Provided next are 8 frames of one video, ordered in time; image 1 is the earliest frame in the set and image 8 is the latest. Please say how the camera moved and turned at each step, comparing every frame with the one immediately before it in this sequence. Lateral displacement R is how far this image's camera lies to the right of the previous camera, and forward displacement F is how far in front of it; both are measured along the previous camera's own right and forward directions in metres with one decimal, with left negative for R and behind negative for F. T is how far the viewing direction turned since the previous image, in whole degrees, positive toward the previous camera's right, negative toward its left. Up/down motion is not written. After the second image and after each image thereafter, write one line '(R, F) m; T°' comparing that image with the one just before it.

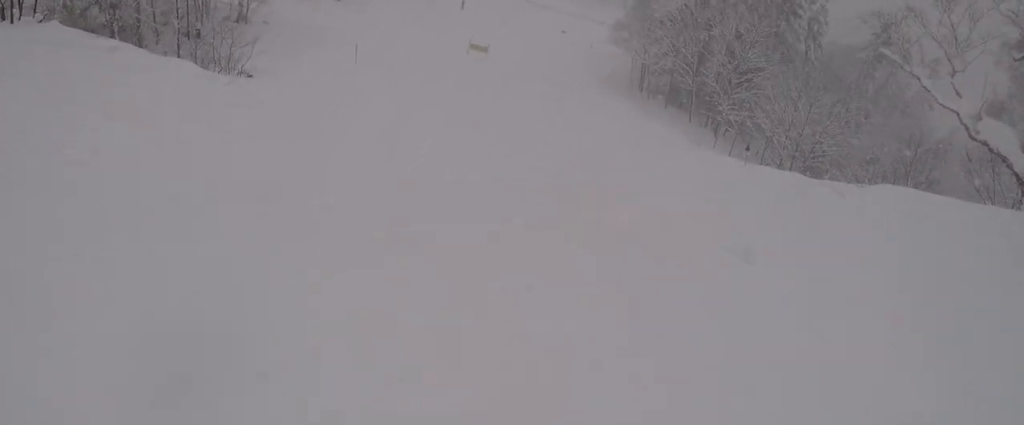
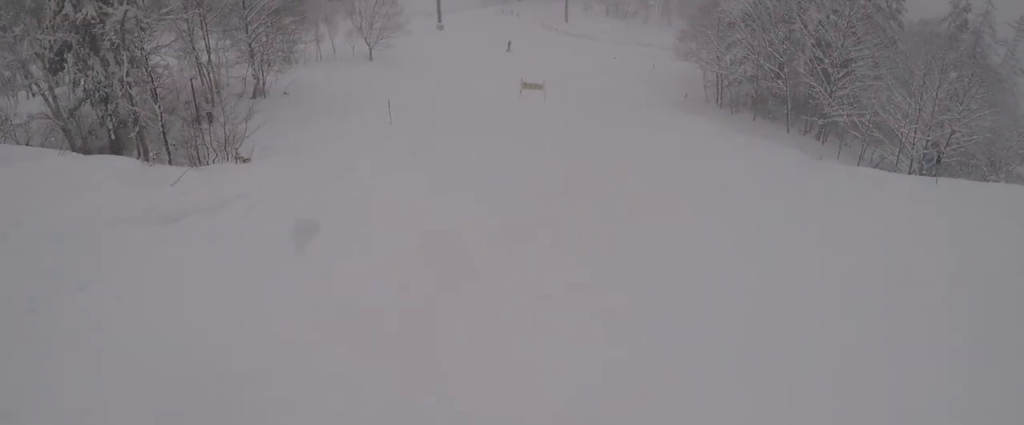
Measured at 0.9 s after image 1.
(-1.2, +7.4) m; -12°
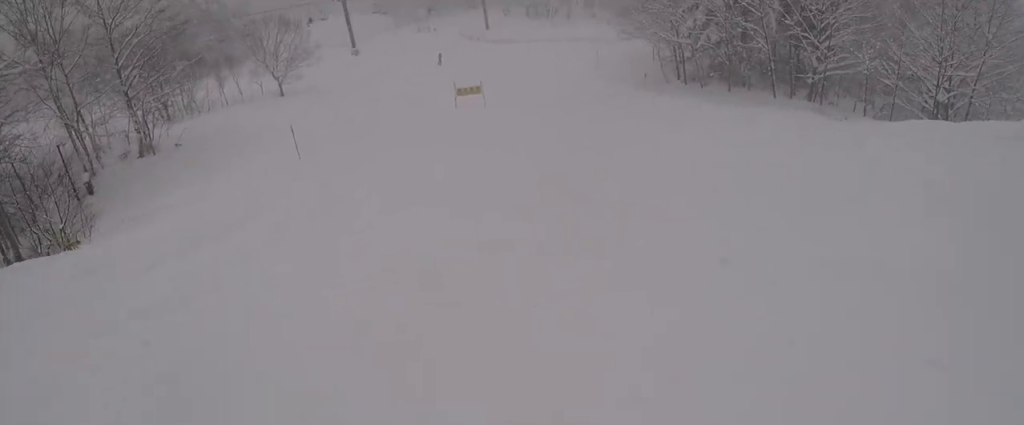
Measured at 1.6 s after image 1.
(-0.4, +6.9) m; +2°
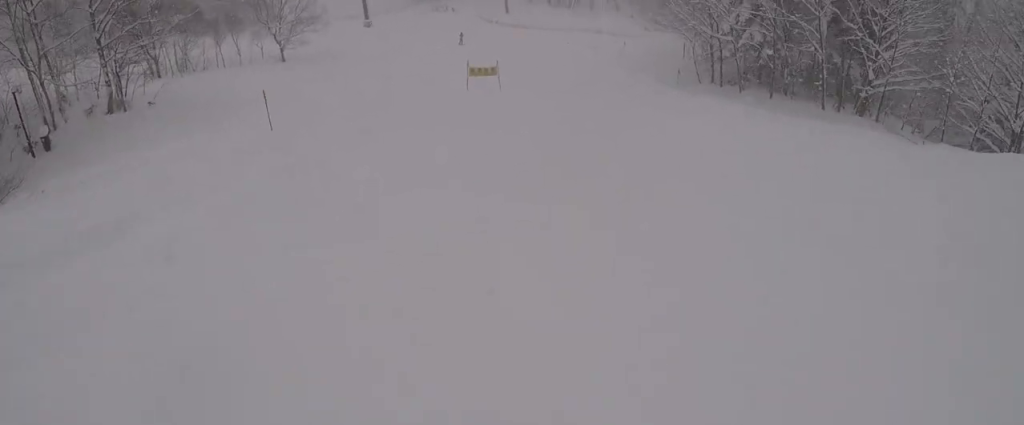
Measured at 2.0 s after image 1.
(+0.1, +4.0) m; -1°
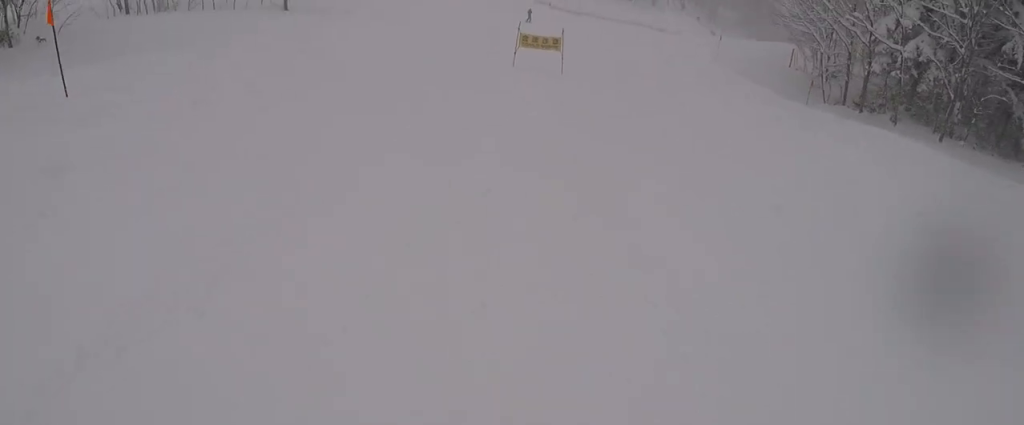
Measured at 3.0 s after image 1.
(+0.3, +10.3) m; -5°
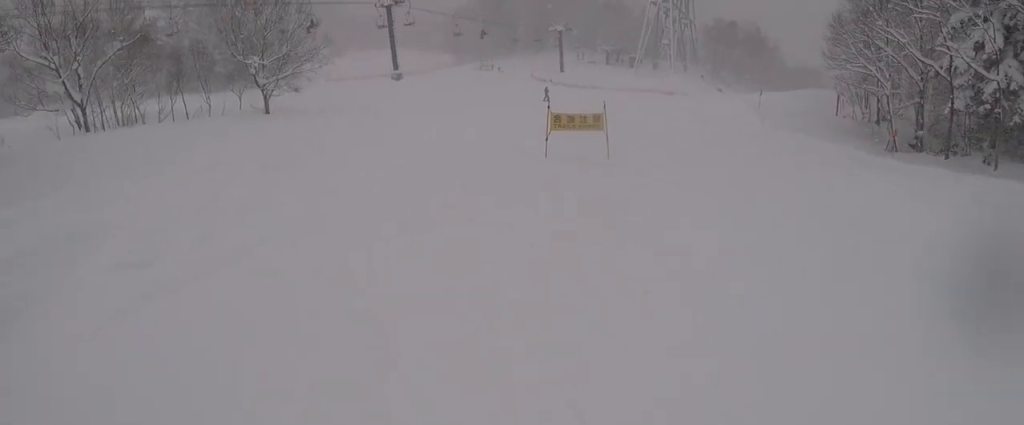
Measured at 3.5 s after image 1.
(-1.1, +5.5) m; 0°
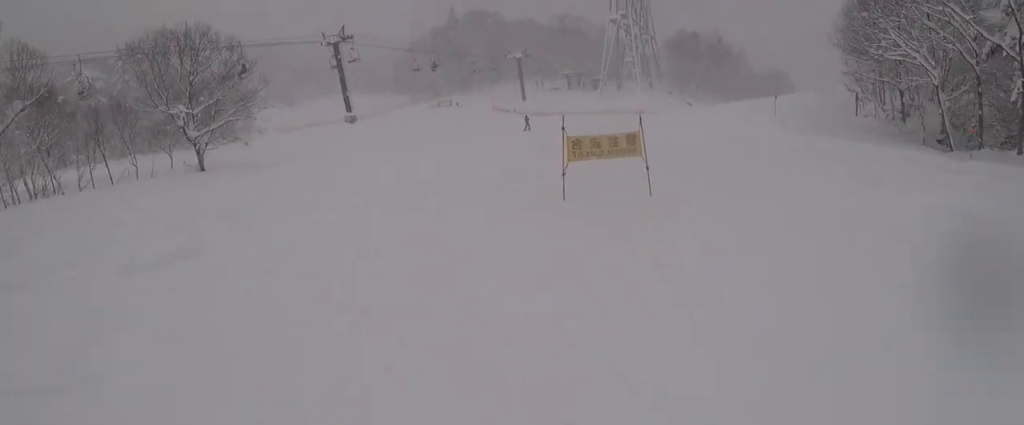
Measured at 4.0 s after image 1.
(-0.2, +5.3) m; +2°
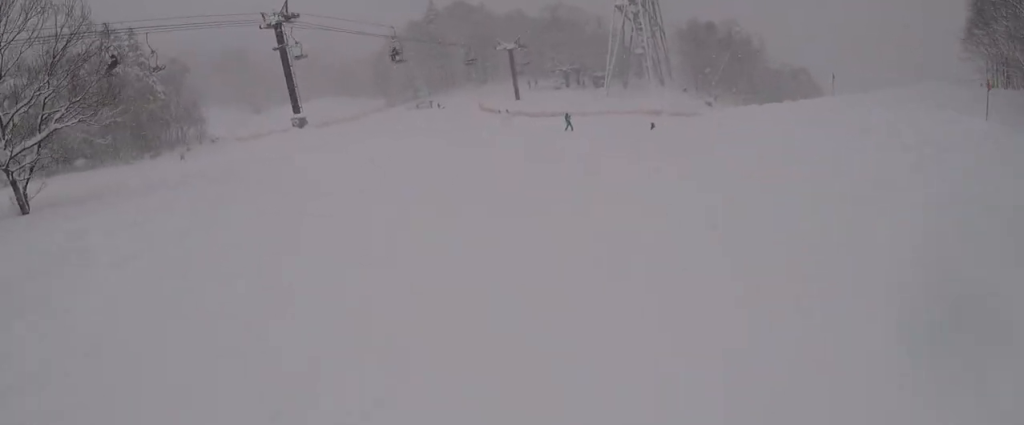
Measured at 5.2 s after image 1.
(+1.9, +13.2) m; +4°
